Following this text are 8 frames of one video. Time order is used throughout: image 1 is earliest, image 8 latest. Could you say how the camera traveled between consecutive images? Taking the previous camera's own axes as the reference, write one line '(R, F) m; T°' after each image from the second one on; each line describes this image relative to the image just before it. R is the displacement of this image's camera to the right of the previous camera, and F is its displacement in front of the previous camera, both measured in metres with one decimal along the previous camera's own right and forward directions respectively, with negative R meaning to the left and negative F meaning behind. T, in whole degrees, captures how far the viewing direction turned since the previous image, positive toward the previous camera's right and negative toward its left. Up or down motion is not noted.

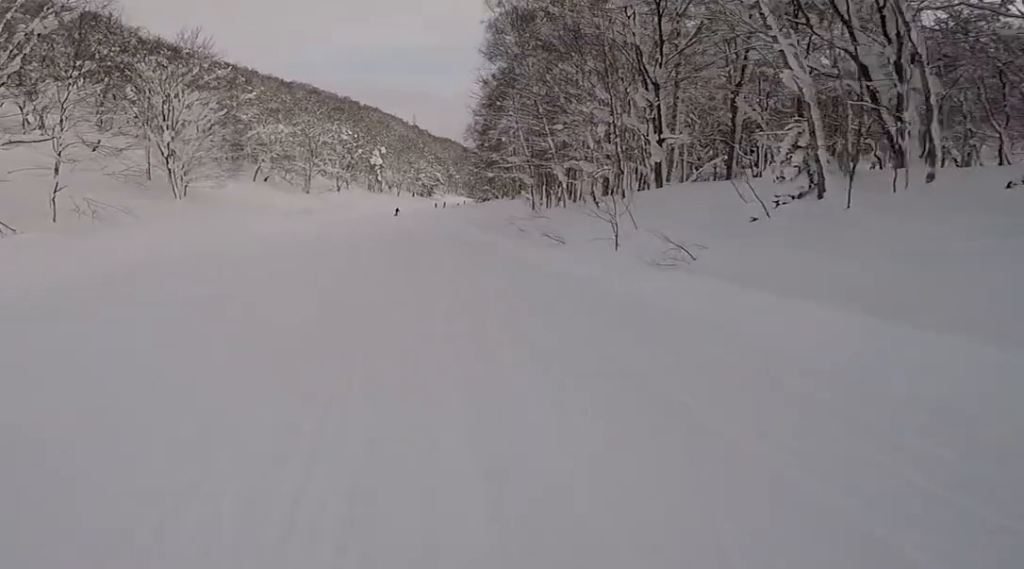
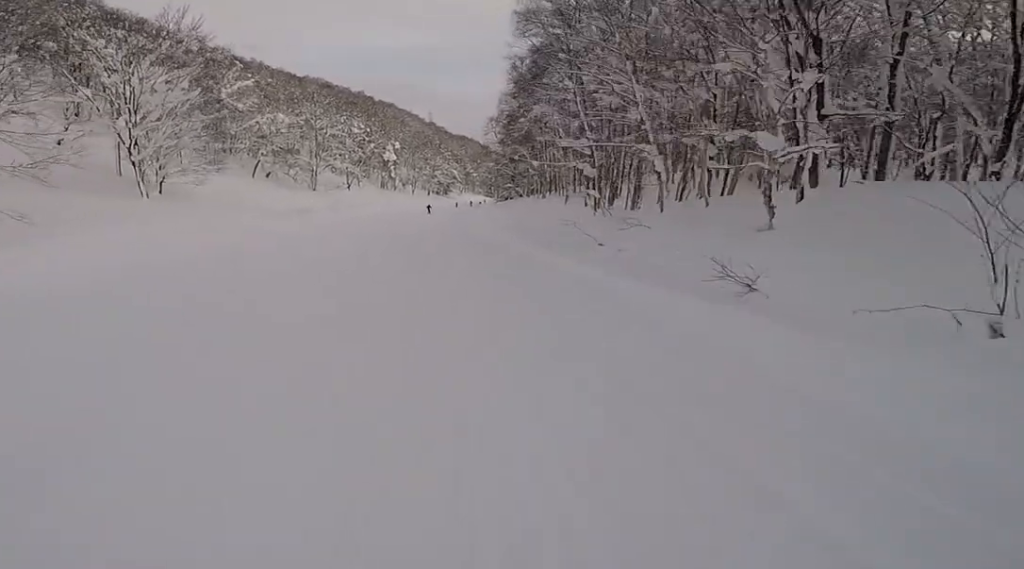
(-0.1, +8.2) m; +1°
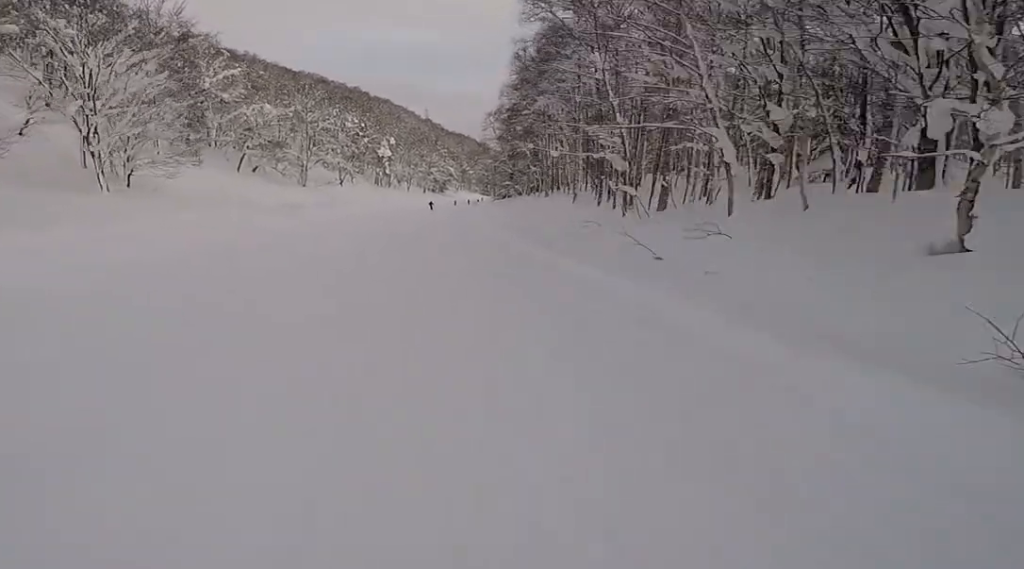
(+0.4, +4.1) m; +1°
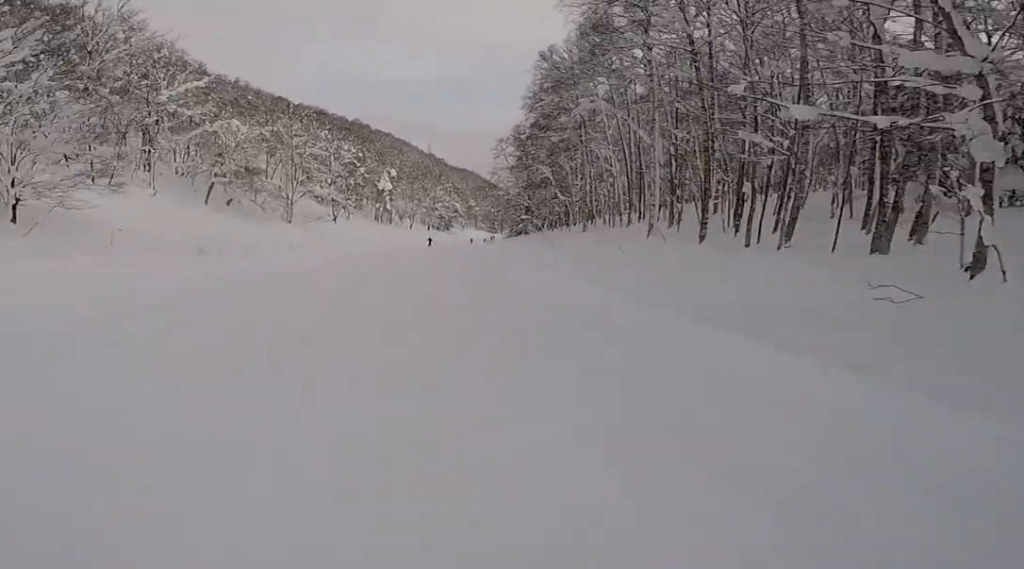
(-0.2, +13.4) m; 0°
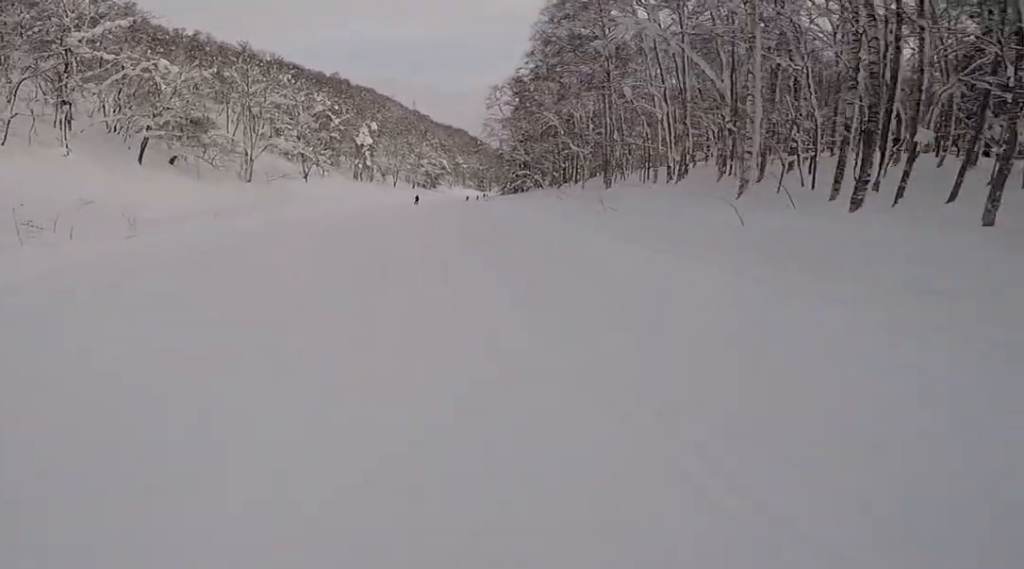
(0.0, +9.5) m; -2°
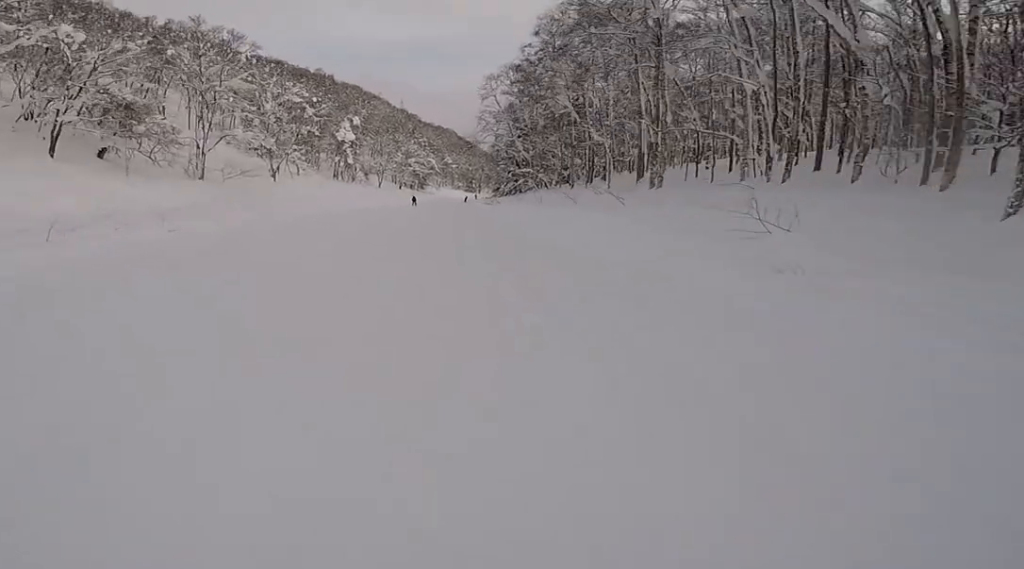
(-0.4, +11.0) m; +1°
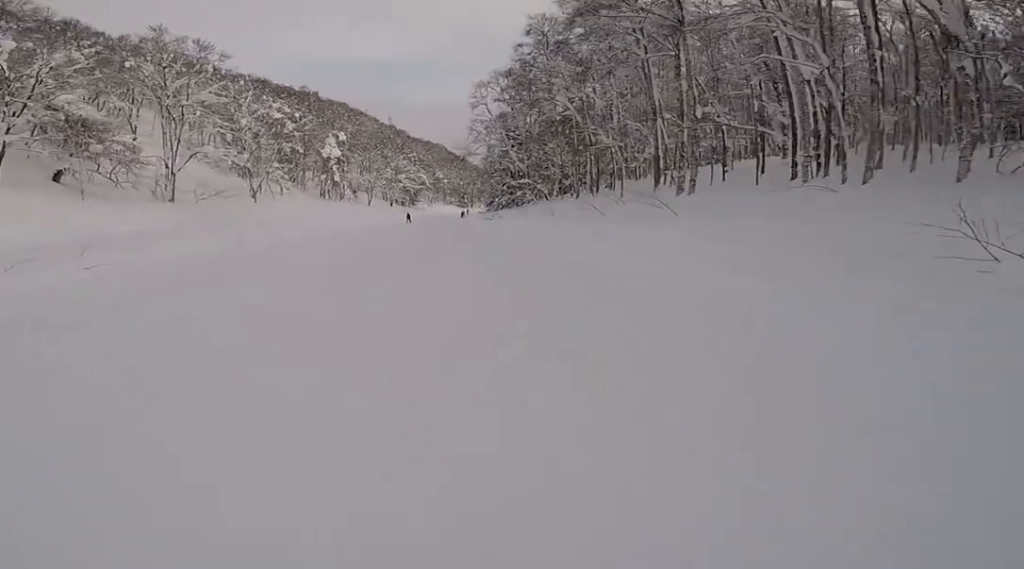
(+0.1, +4.6) m; +2°
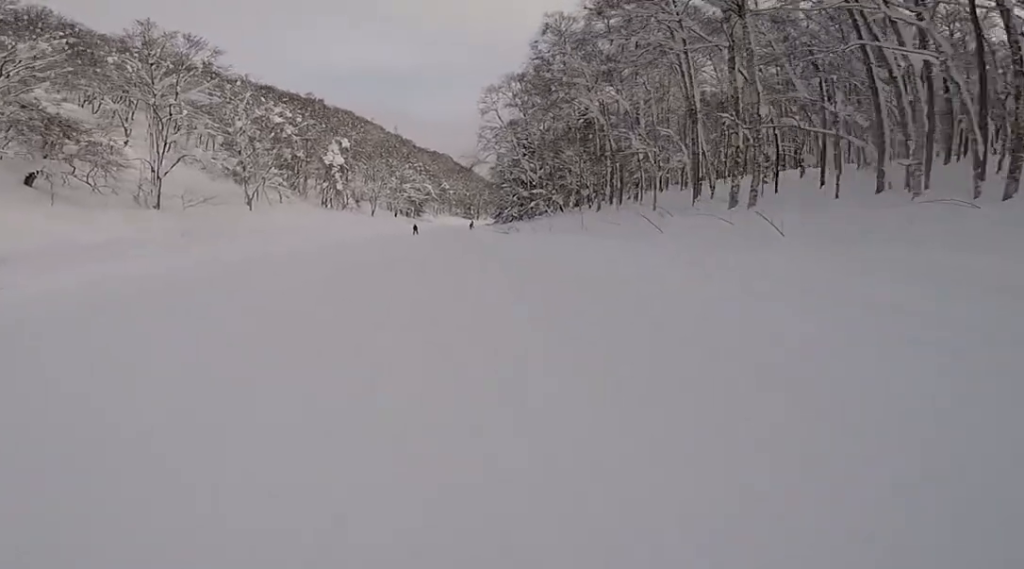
(+0.2, +4.1) m; +2°
